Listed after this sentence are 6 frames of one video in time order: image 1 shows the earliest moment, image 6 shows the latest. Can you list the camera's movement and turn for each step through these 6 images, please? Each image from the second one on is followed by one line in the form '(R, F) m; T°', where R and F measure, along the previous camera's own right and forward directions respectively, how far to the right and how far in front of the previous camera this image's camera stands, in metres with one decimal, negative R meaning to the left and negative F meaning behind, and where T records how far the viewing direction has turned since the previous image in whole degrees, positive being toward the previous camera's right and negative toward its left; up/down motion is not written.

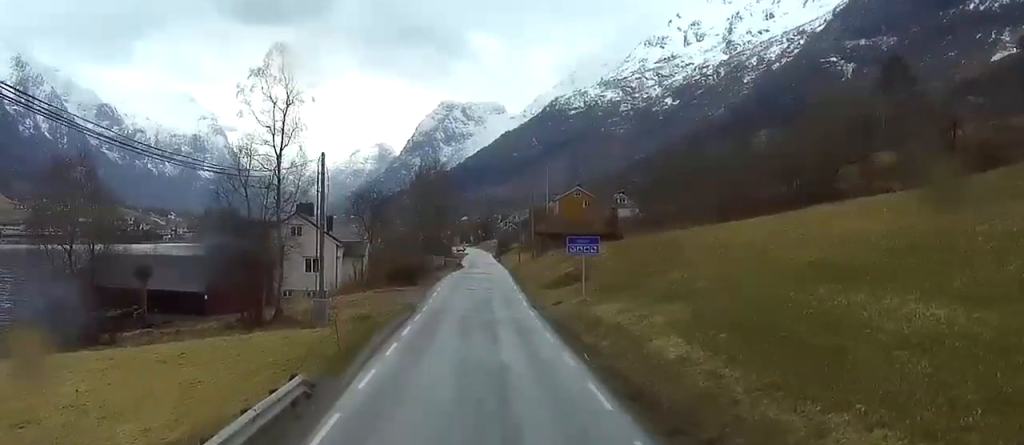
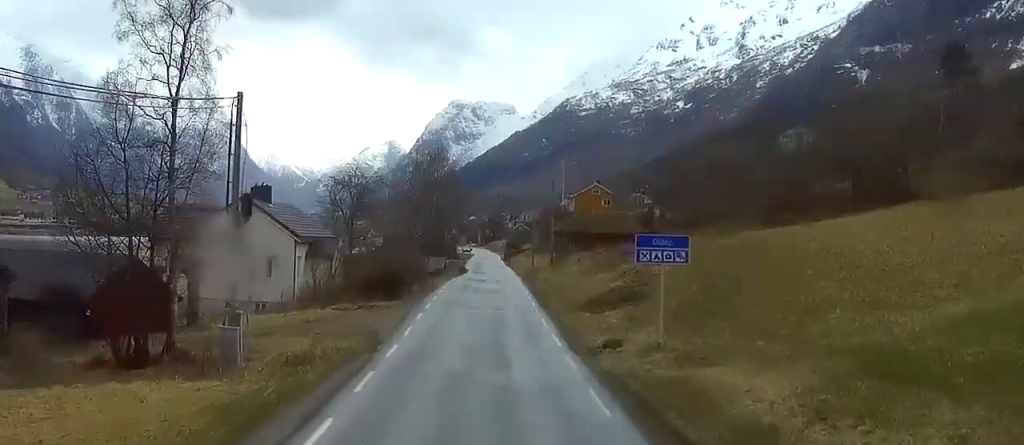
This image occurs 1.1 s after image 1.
(-0.2, +19.0) m; -1°
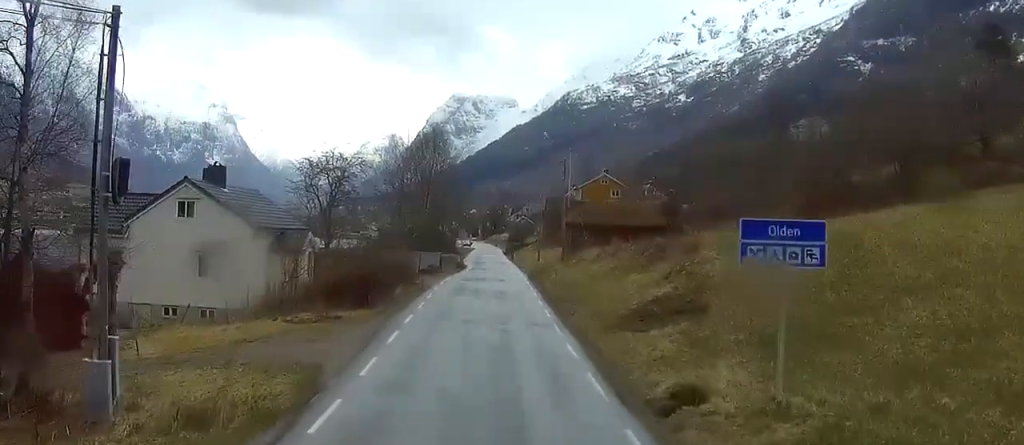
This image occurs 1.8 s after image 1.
(-0.1, +11.1) m; -1°
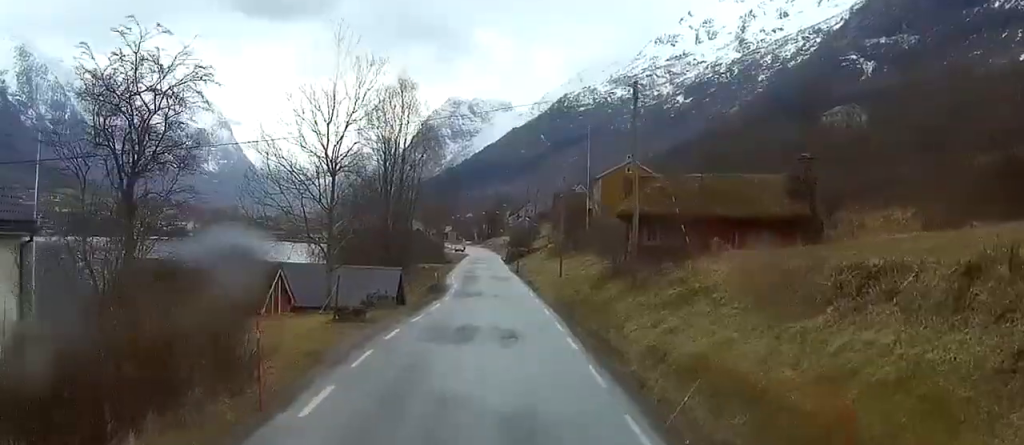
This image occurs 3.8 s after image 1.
(-0.7, +36.2) m; -2°
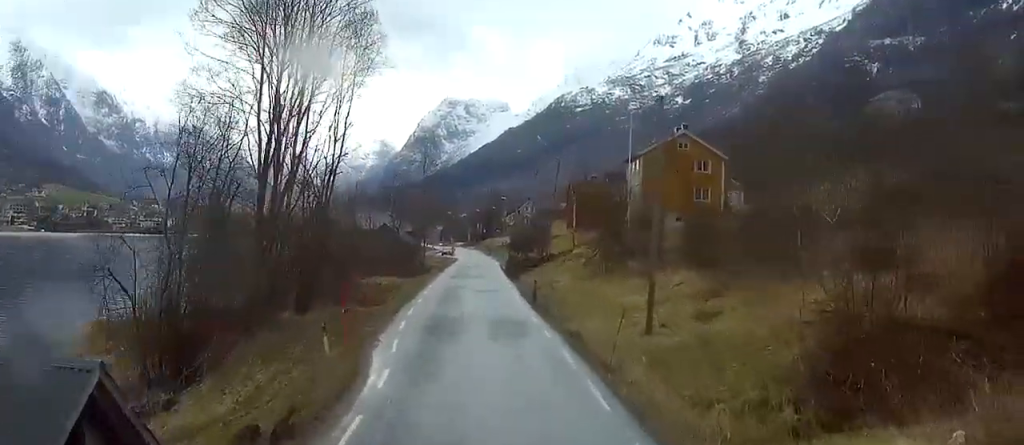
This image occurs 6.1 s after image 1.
(+0.8, +39.4) m; 0°
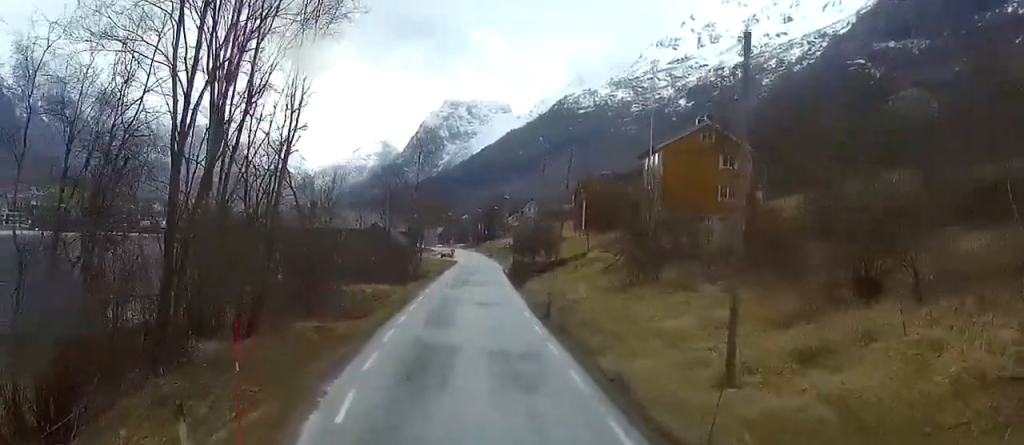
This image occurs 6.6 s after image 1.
(-0.2, +9.9) m; -1°
